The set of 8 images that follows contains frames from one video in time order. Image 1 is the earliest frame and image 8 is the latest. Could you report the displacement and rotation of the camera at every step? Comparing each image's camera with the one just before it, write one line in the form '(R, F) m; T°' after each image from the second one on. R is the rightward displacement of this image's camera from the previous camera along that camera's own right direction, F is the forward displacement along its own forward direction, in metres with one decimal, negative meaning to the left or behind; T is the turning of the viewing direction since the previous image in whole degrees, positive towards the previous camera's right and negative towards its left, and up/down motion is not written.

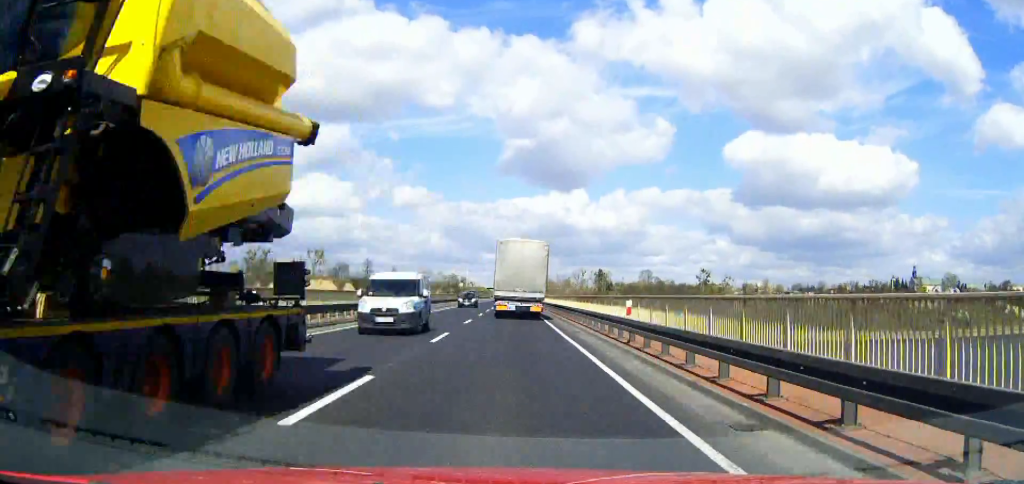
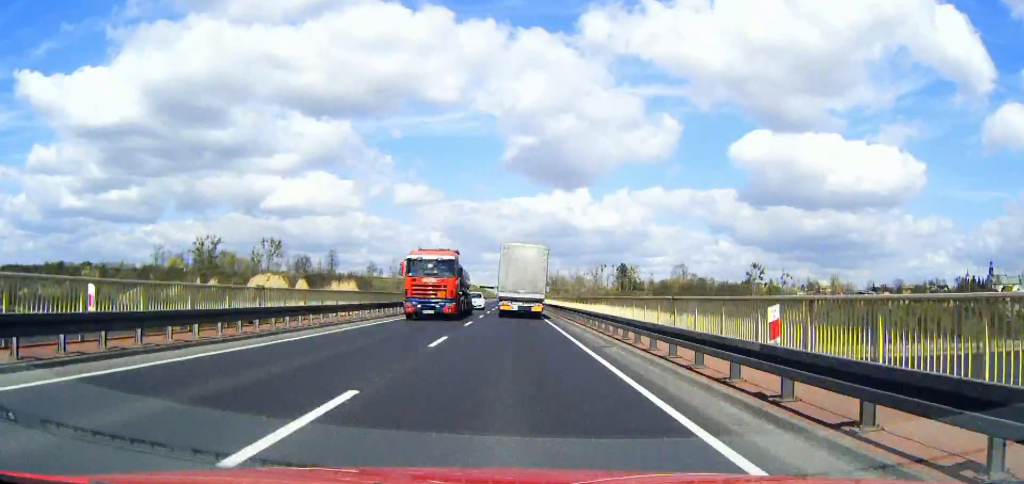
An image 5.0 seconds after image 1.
(-0.1, +108.4) m; 0°
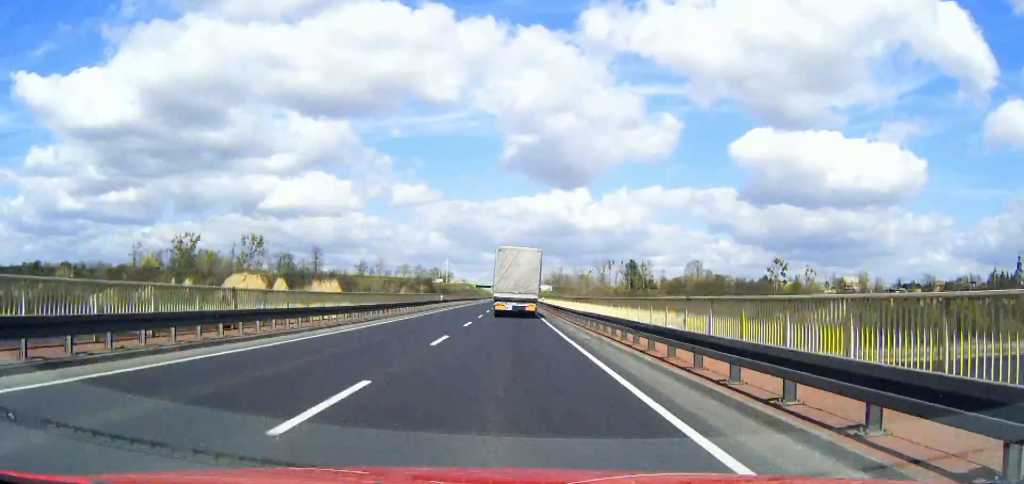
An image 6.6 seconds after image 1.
(0.0, +34.6) m; 0°
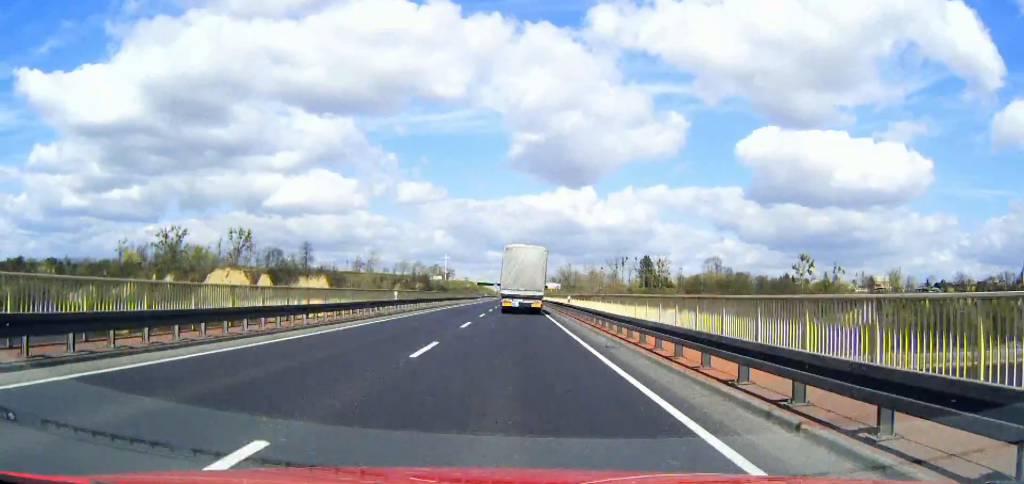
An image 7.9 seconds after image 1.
(0.0, +28.3) m; 0°
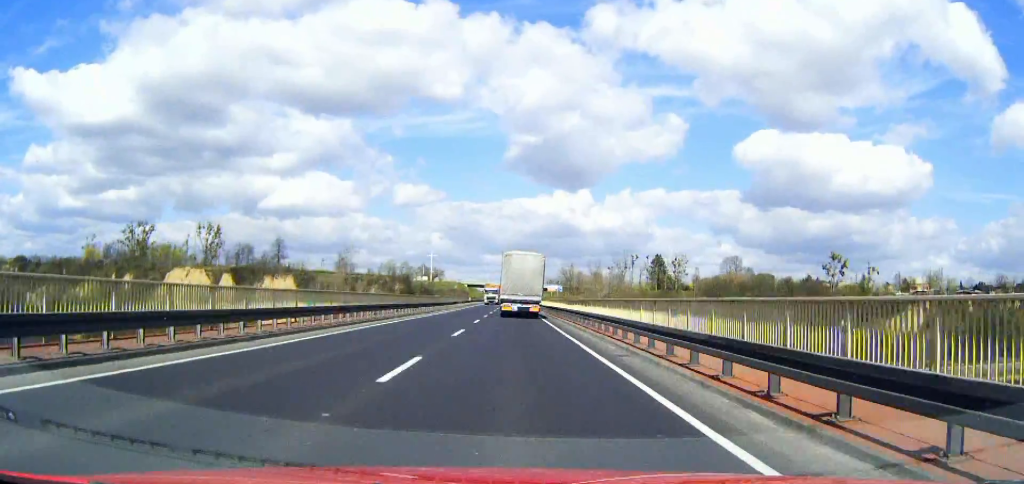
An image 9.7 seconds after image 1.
(0.0, +39.3) m; 0°
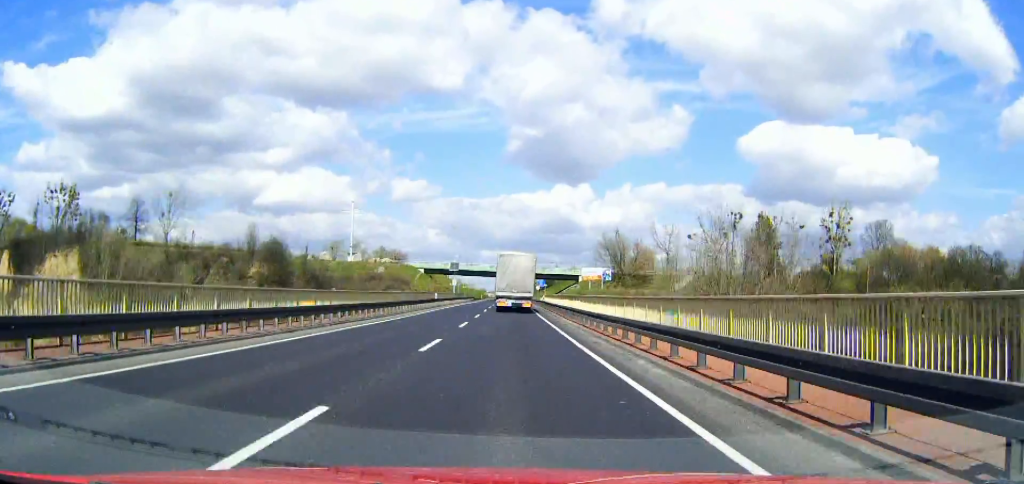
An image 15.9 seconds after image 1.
(+0.2, +137.0) m; 0°
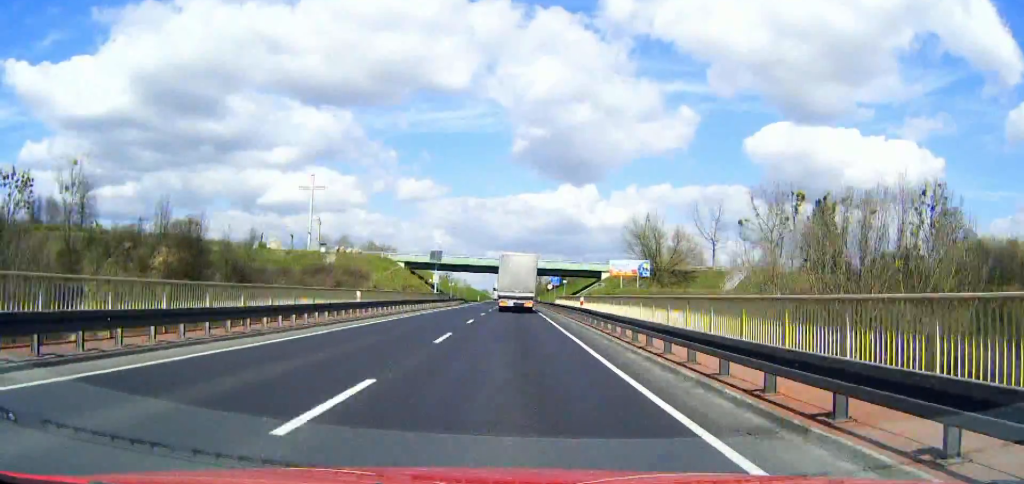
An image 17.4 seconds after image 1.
(0.0, +33.6) m; 0°
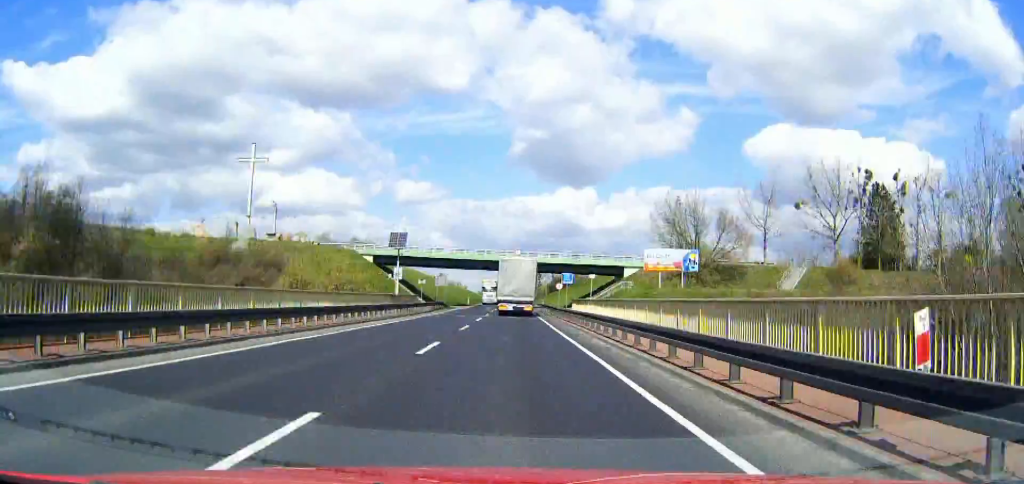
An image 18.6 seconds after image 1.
(0.0, +26.8) m; 0°
